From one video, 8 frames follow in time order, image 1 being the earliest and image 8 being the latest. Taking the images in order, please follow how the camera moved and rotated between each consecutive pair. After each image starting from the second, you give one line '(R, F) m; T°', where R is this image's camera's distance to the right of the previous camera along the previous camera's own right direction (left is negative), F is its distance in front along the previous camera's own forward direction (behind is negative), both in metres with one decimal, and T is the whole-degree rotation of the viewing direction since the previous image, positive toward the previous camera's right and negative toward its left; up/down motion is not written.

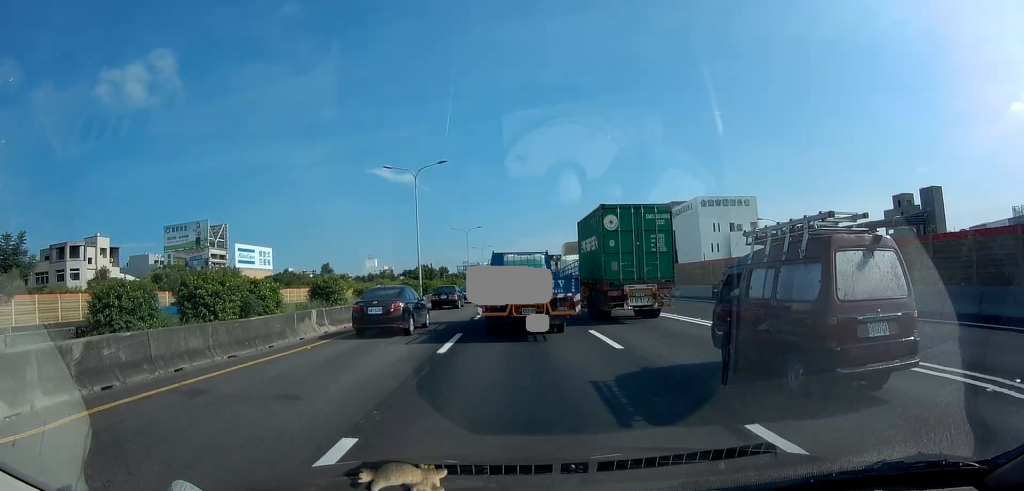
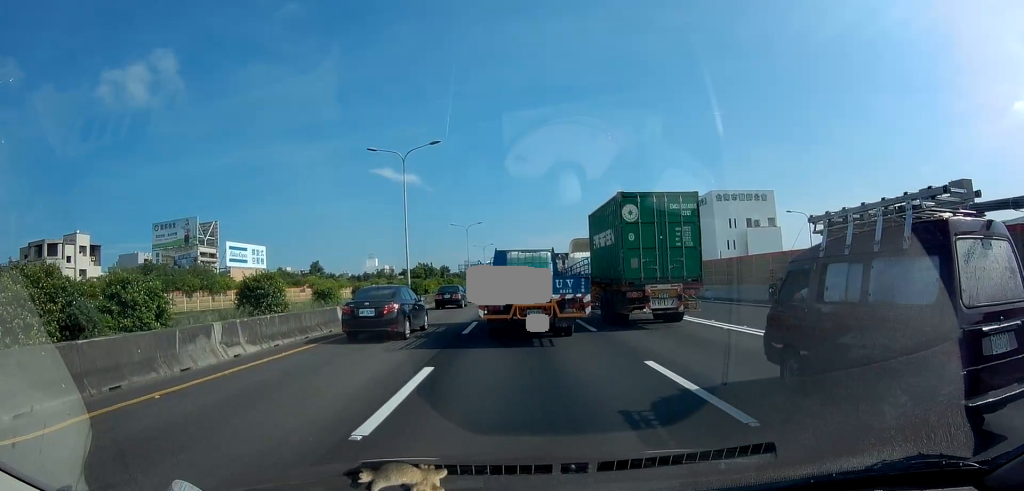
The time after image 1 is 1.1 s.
(0.0, +5.8) m; 0°
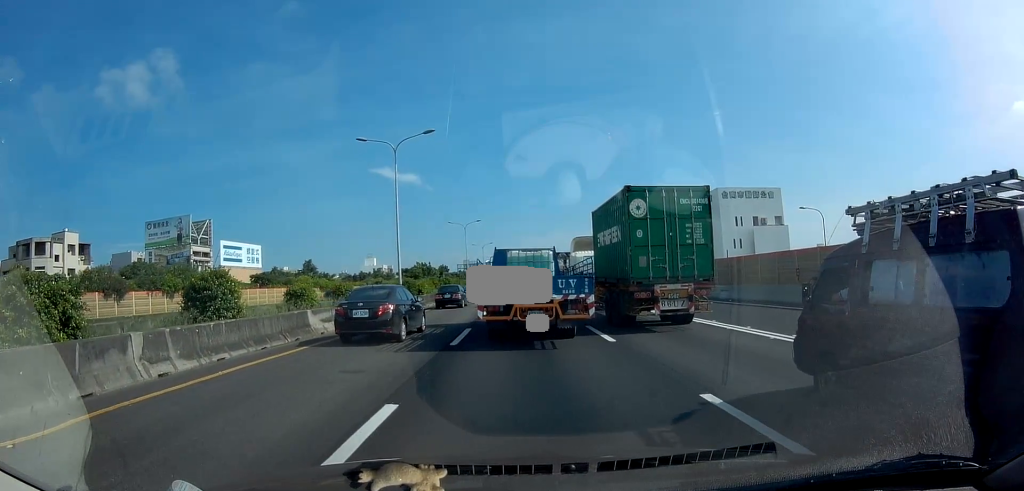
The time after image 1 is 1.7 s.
(0.0, +2.7) m; 0°
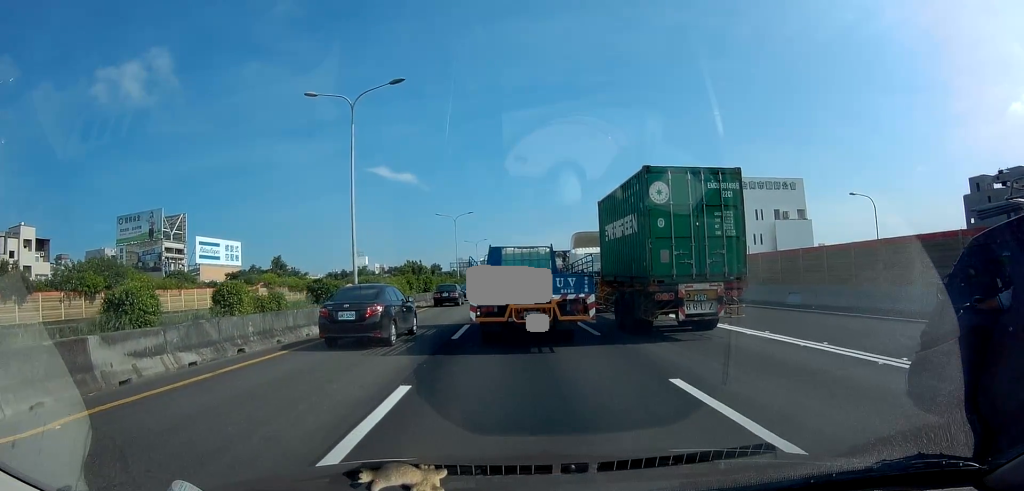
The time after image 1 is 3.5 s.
(0.0, +9.0) m; 0°
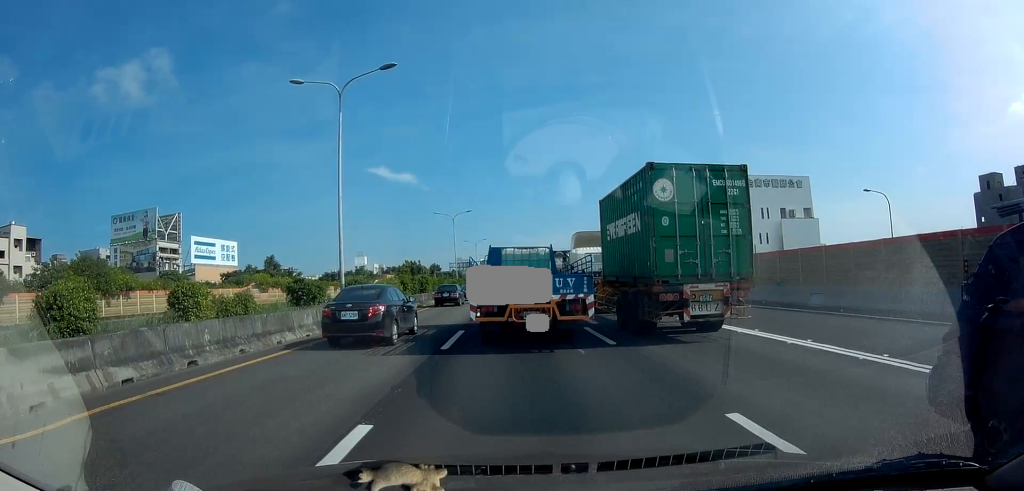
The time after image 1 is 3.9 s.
(0.0, +2.0) m; 0°
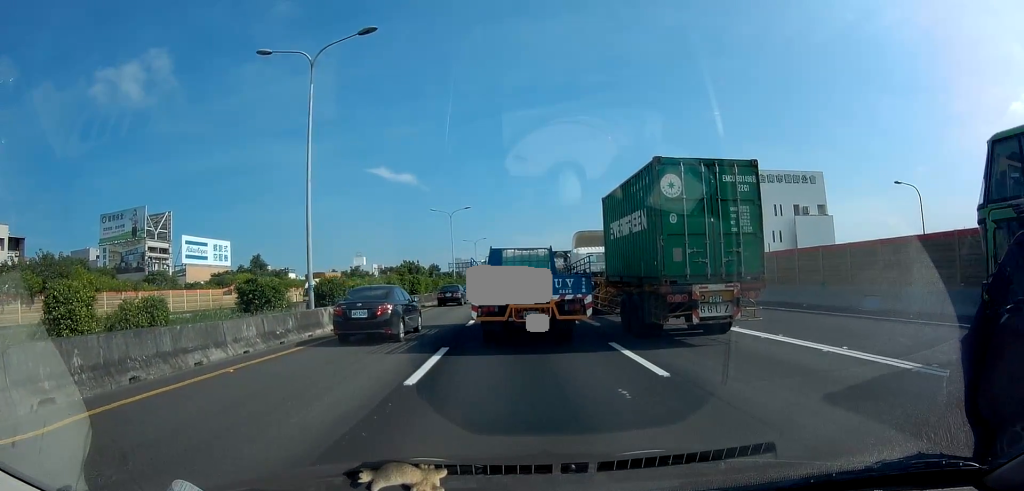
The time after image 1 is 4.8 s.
(0.0, +4.1) m; 0°
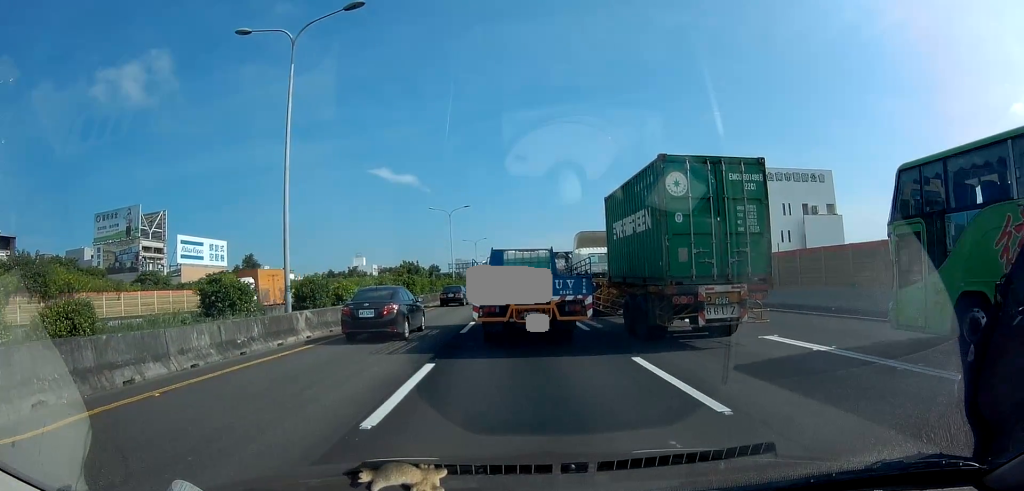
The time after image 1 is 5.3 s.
(0.0, +2.3) m; 0°
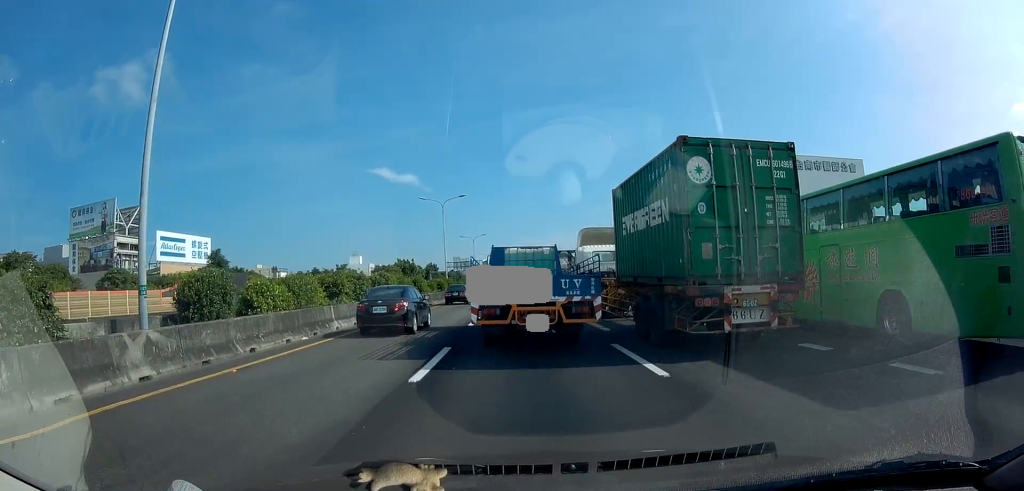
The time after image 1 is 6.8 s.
(0.0, +7.6) m; 0°
